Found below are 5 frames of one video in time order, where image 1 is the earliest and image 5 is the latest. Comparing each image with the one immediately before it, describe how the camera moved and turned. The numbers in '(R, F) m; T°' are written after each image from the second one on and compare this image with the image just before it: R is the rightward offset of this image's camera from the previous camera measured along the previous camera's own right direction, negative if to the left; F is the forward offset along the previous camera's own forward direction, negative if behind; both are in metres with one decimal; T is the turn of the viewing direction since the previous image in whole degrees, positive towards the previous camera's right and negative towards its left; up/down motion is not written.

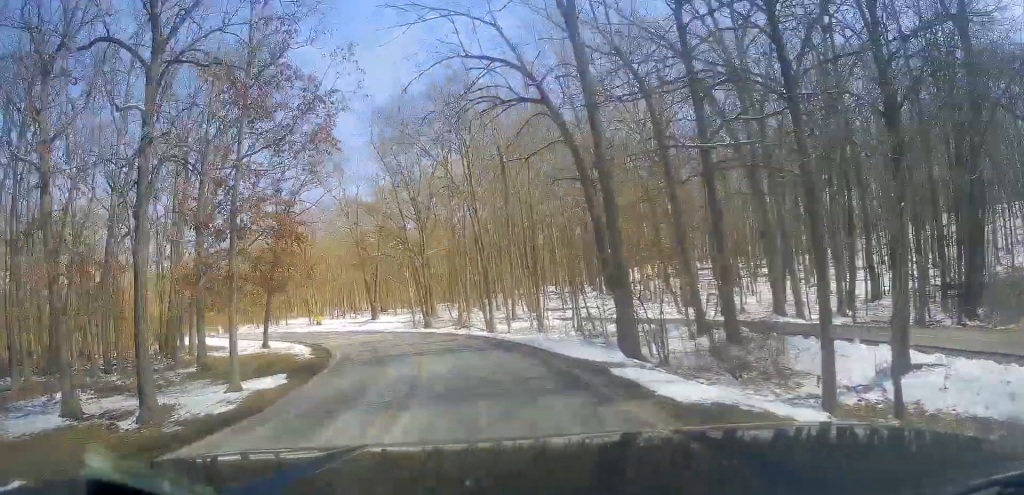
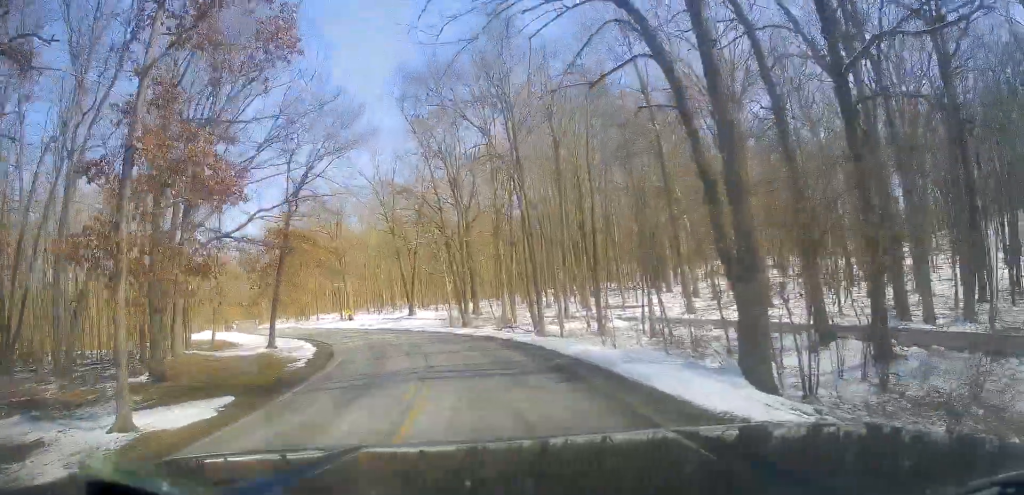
(-0.1, +8.3) m; -5°
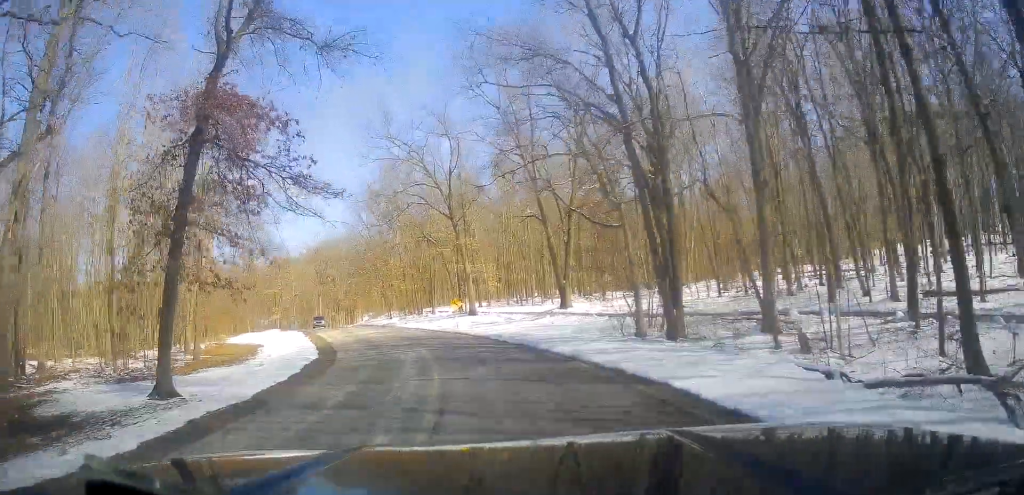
(-3.2, +28.5) m; -16°
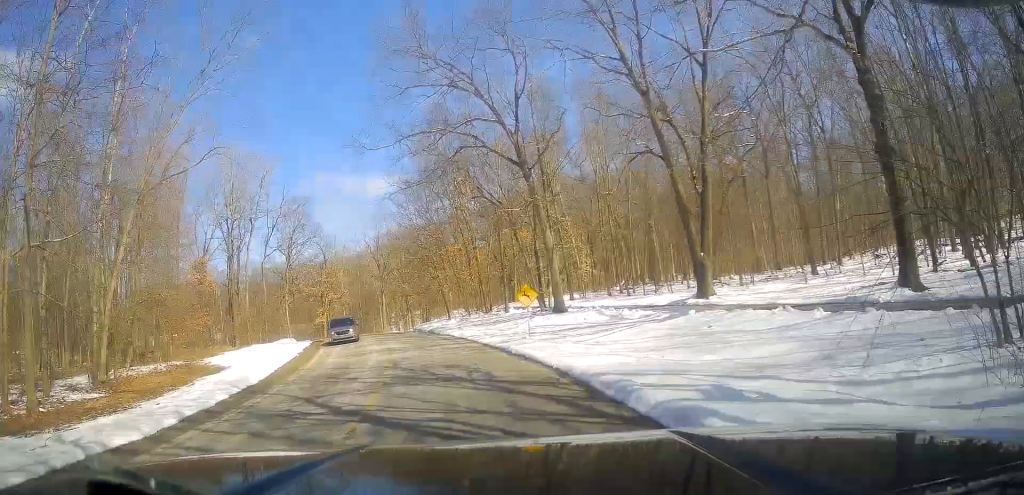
(-1.7, +20.0) m; -12°
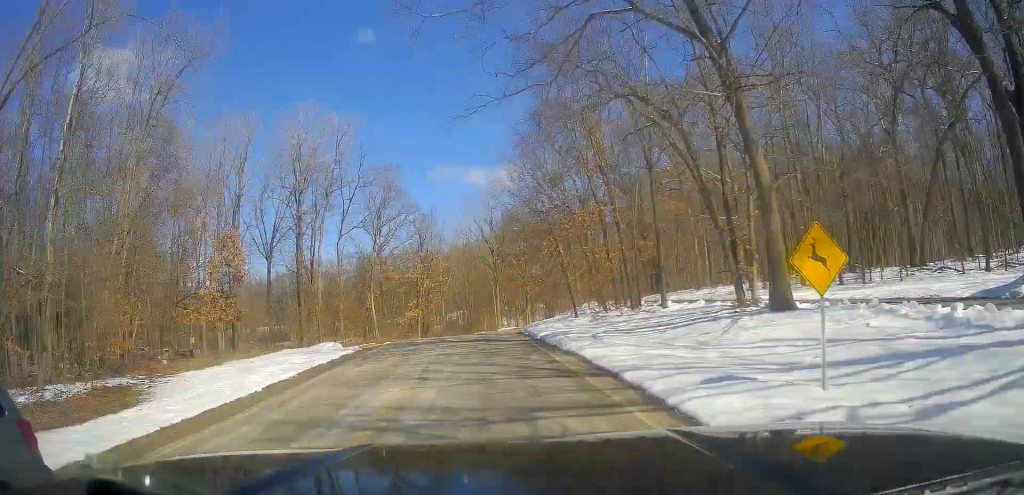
(-1.2, +18.1) m; -5°
